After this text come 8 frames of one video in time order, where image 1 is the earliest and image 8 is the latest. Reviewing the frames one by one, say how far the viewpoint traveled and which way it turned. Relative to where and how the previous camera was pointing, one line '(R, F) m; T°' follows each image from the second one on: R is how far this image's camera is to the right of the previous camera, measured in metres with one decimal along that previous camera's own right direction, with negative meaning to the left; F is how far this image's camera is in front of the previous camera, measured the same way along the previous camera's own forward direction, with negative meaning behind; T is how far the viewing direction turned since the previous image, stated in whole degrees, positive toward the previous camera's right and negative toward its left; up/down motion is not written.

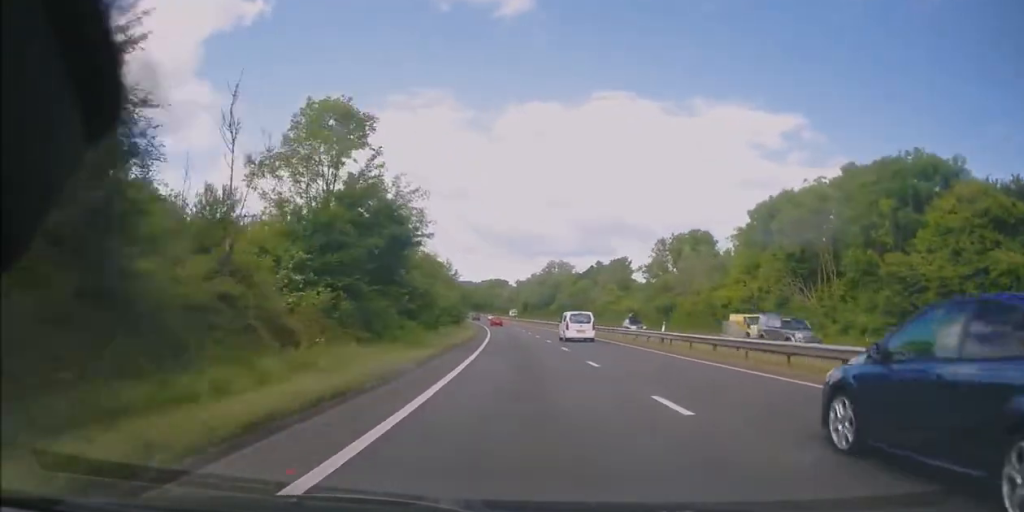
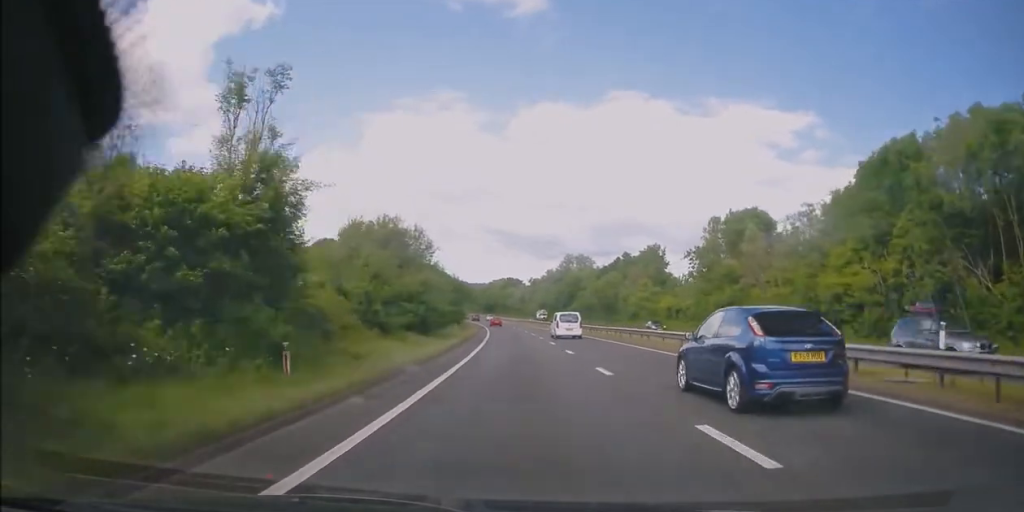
(-0.4, +21.3) m; -2°
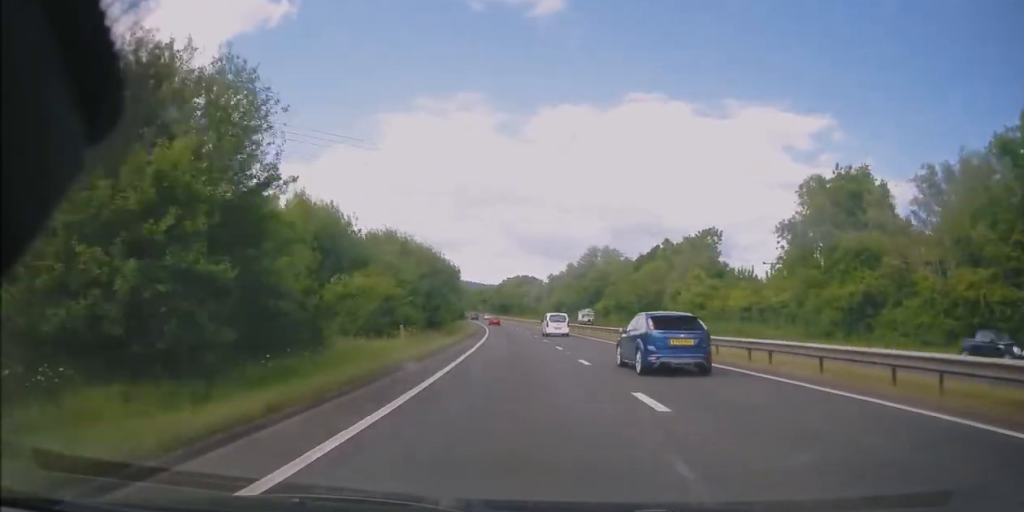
(-0.4, +24.0) m; -1°
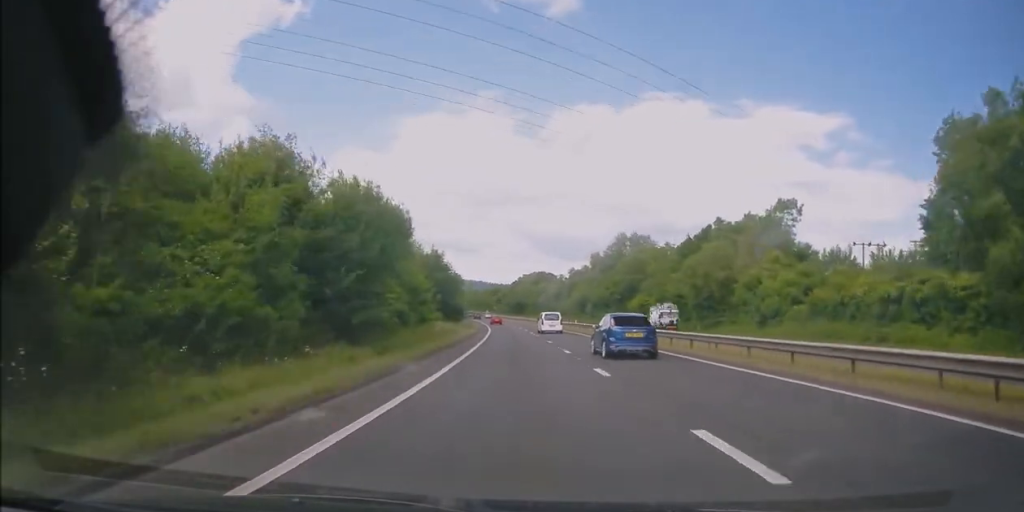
(-0.2, +22.2) m; -1°
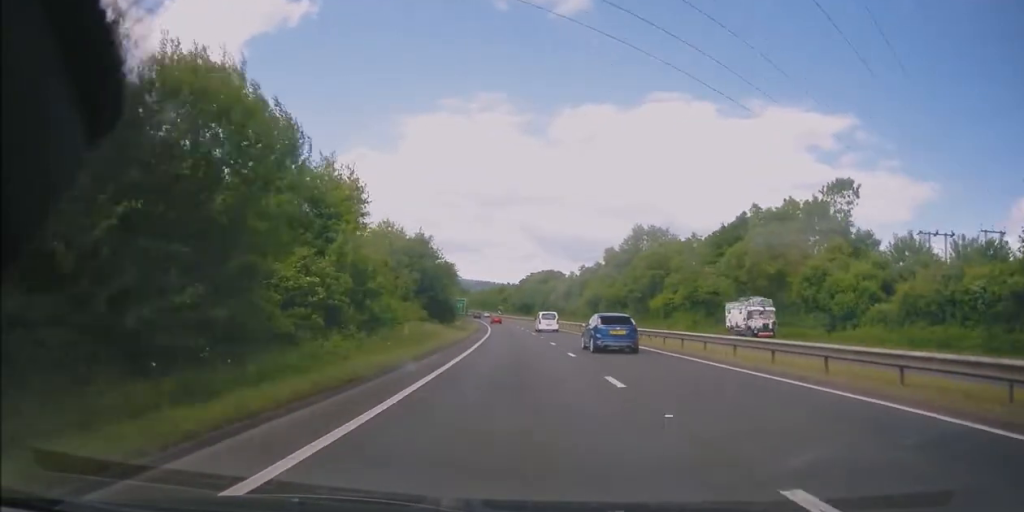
(-0.1, +11.5) m; -1°
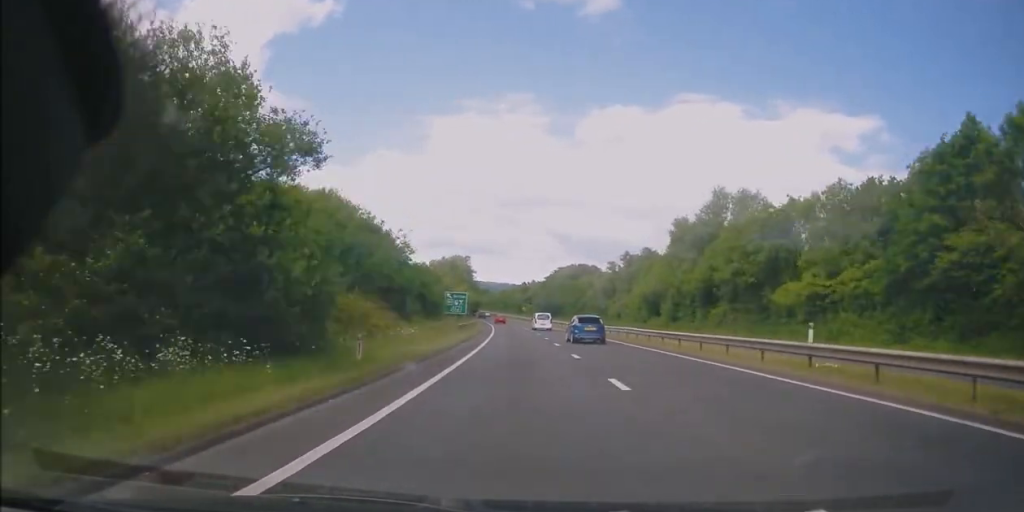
(-0.7, +36.5) m; -2°
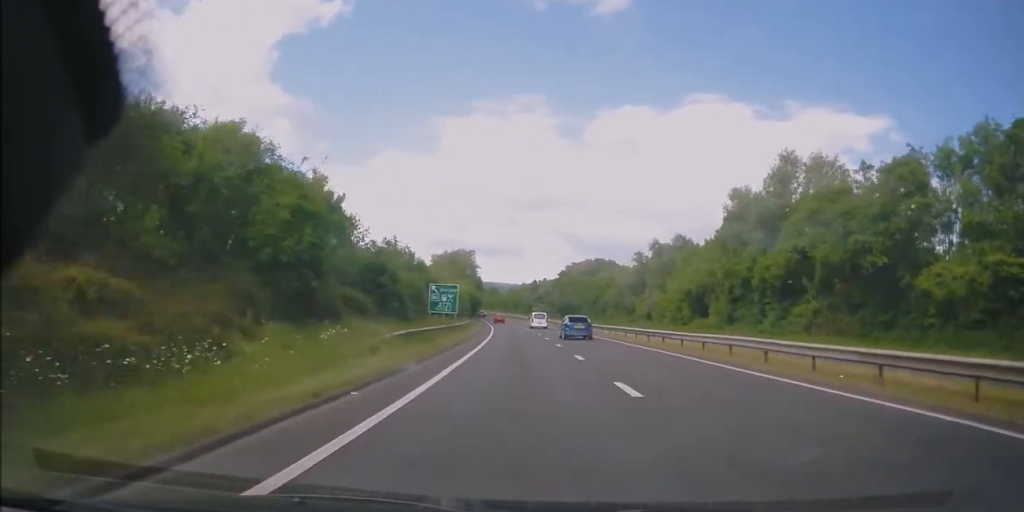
(-0.2, +18.9) m; -1°
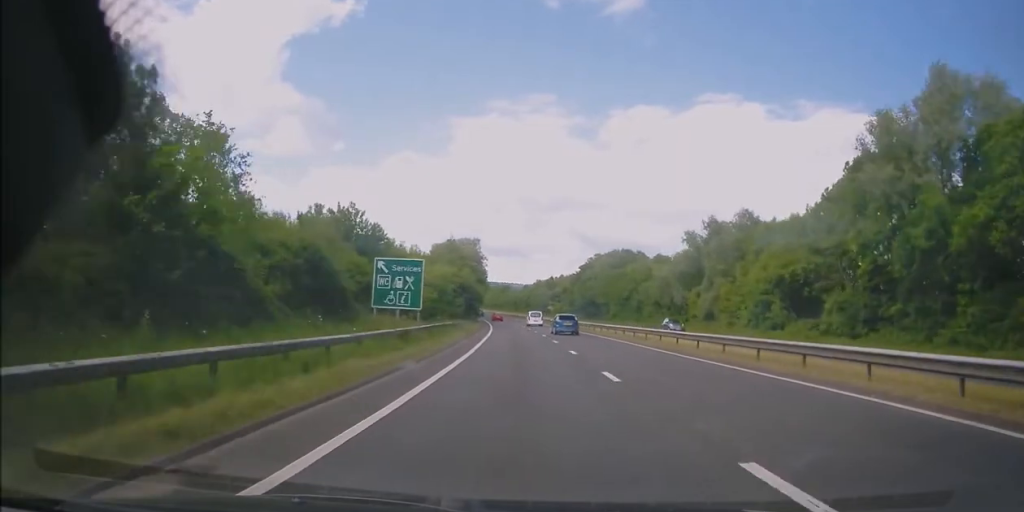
(-0.4, +24.8) m; -2°
